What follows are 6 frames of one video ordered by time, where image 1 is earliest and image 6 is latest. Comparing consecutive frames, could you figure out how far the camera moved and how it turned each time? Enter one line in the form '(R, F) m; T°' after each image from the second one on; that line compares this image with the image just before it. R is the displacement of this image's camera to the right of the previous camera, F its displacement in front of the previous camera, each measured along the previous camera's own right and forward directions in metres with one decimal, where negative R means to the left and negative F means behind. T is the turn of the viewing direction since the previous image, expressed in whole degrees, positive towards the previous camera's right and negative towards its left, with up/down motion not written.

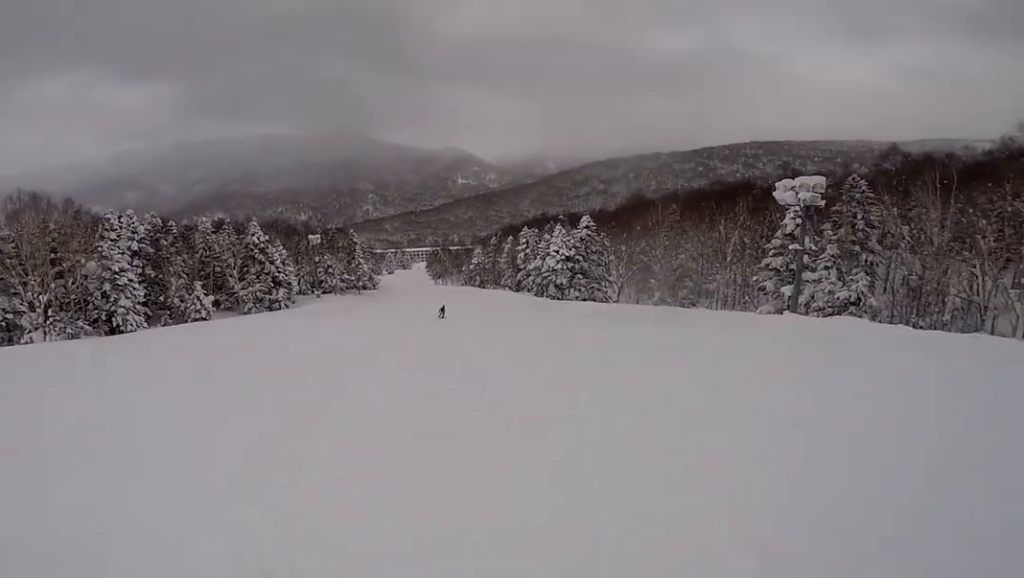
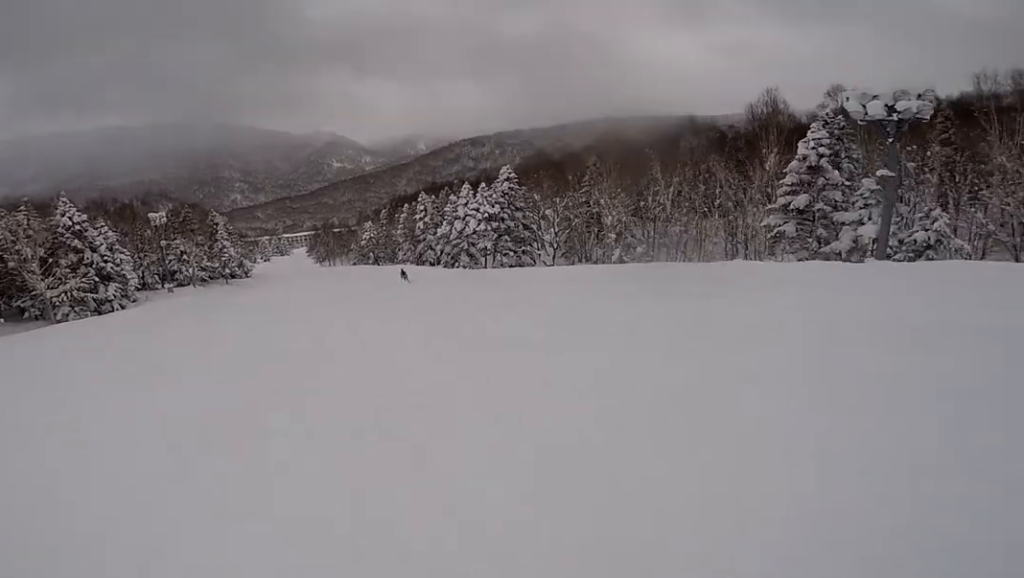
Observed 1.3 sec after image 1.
(+2.0, +12.7) m; +13°
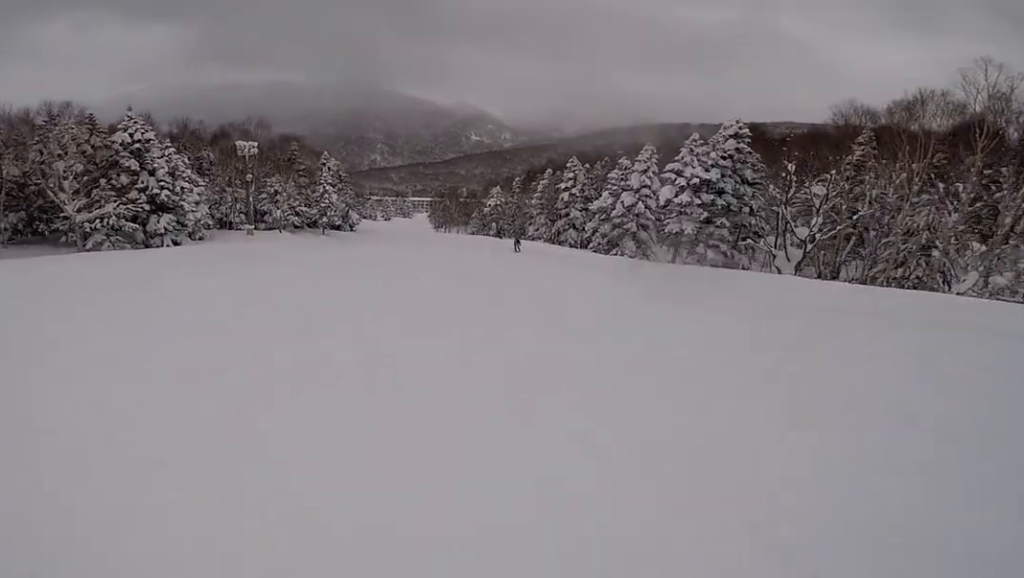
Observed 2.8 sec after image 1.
(-0.7, +14.6) m; -9°
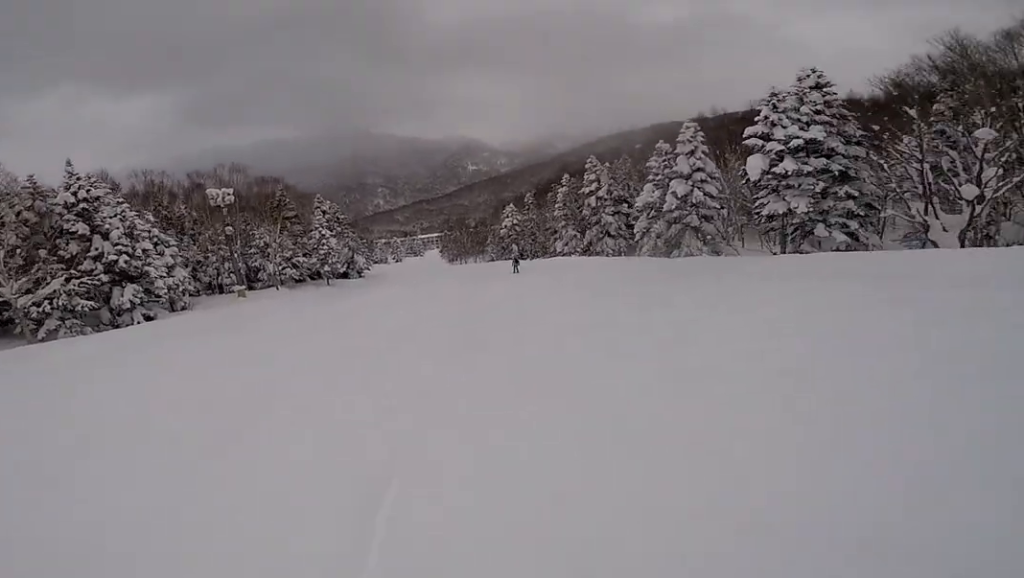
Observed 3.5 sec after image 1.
(-0.3, +7.8) m; -5°
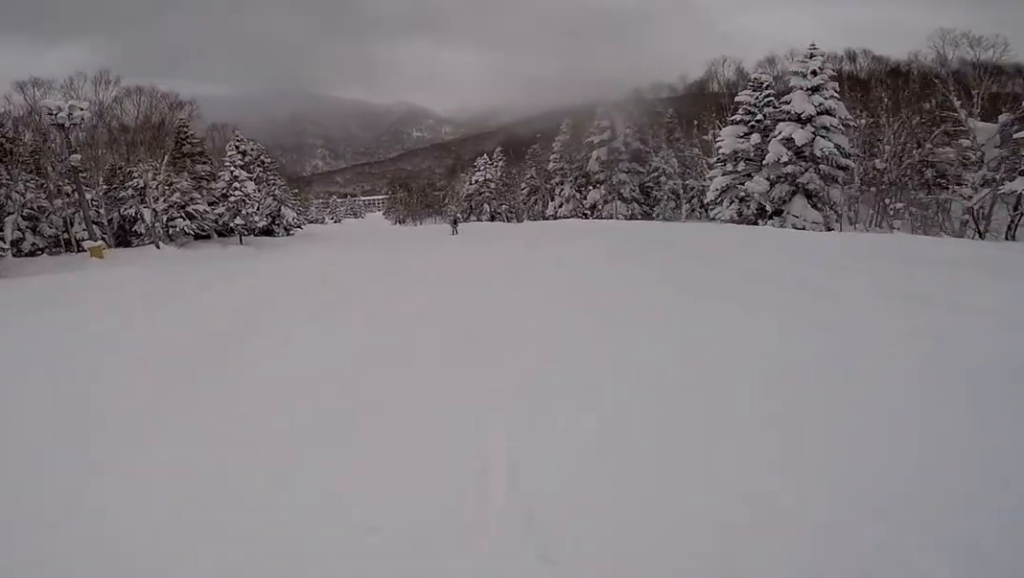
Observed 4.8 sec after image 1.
(+0.1, +13.7) m; +6°
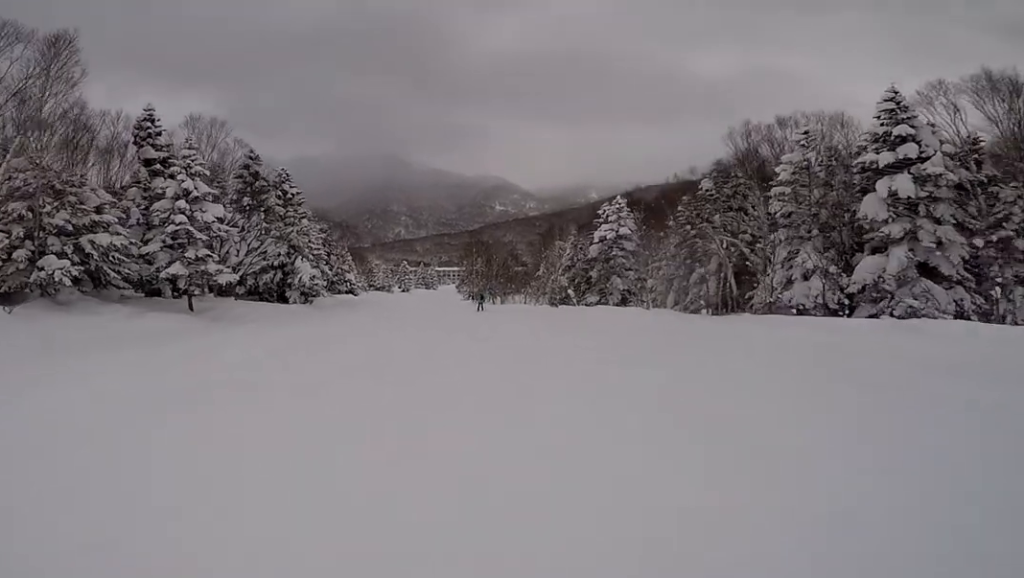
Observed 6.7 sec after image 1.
(+0.7, +20.7) m; -3°
